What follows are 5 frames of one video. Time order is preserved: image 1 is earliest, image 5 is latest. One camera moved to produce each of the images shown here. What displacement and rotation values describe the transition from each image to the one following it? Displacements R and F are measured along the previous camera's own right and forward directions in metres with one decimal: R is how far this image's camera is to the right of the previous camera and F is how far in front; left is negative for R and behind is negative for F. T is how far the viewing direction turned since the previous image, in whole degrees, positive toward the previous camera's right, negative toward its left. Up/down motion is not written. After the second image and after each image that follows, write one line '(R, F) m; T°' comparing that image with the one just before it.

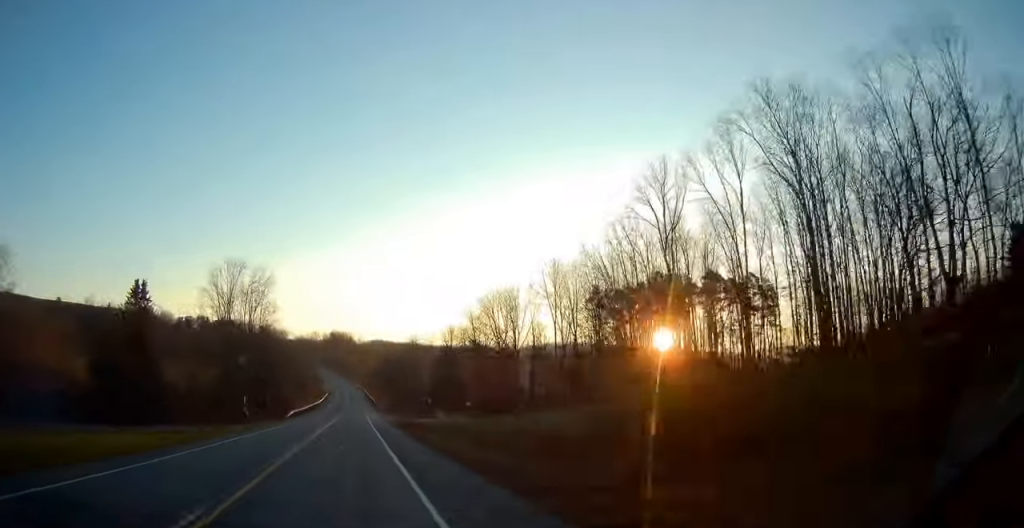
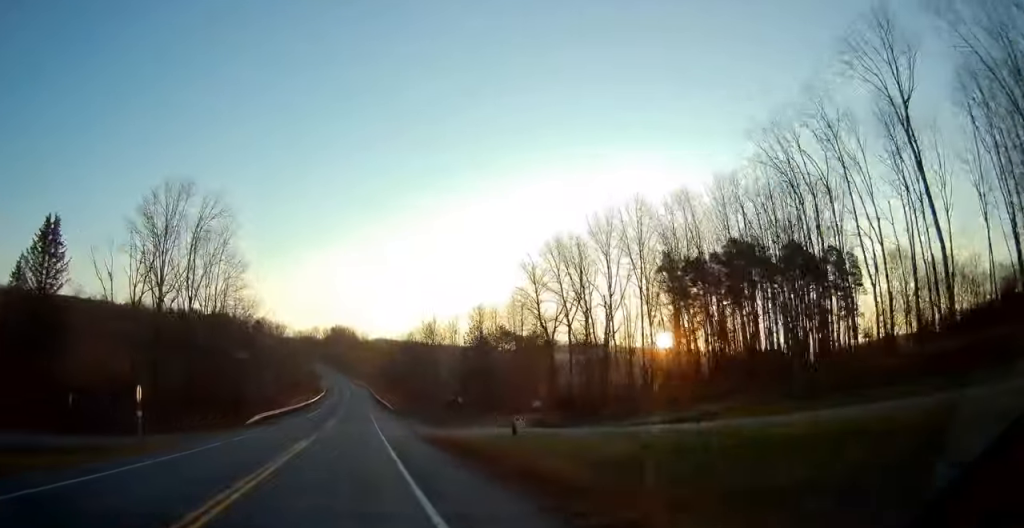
(0.0, +27.9) m; 0°
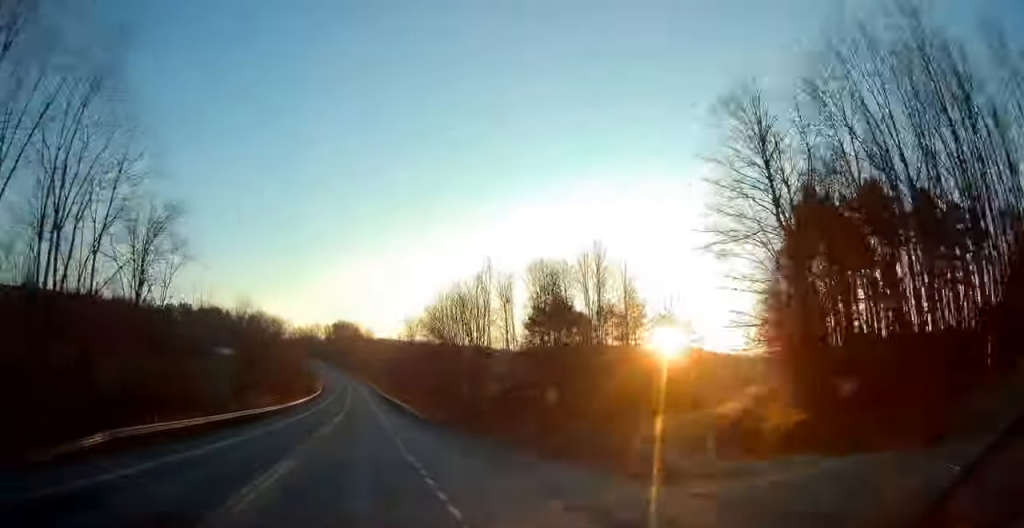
(-0.1, +33.4) m; 0°
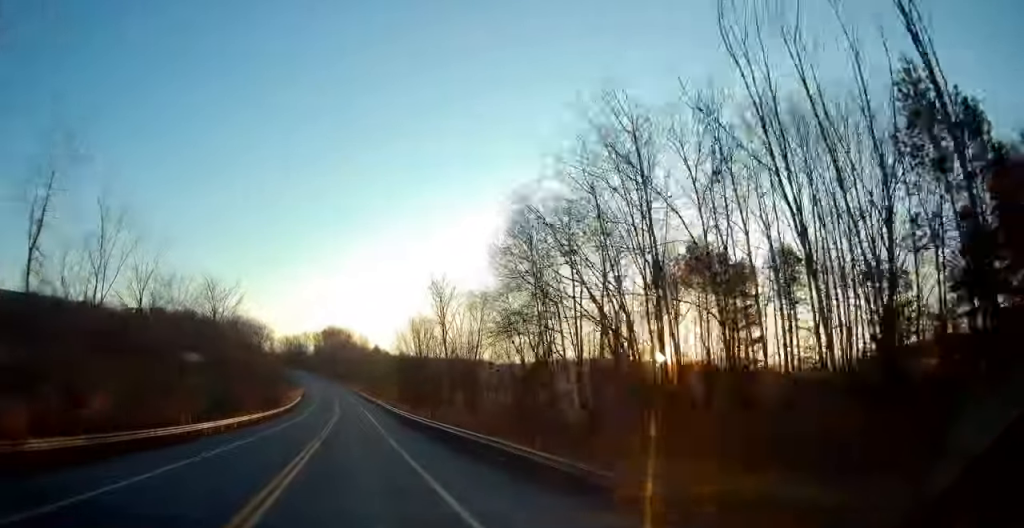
(+0.2, +44.2) m; 0°
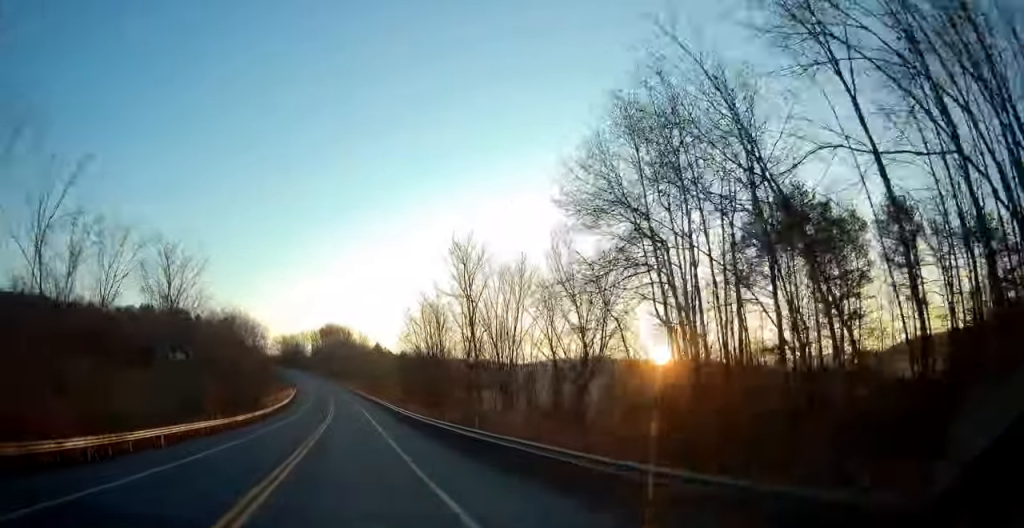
(-0.2, +15.0) m; 0°
